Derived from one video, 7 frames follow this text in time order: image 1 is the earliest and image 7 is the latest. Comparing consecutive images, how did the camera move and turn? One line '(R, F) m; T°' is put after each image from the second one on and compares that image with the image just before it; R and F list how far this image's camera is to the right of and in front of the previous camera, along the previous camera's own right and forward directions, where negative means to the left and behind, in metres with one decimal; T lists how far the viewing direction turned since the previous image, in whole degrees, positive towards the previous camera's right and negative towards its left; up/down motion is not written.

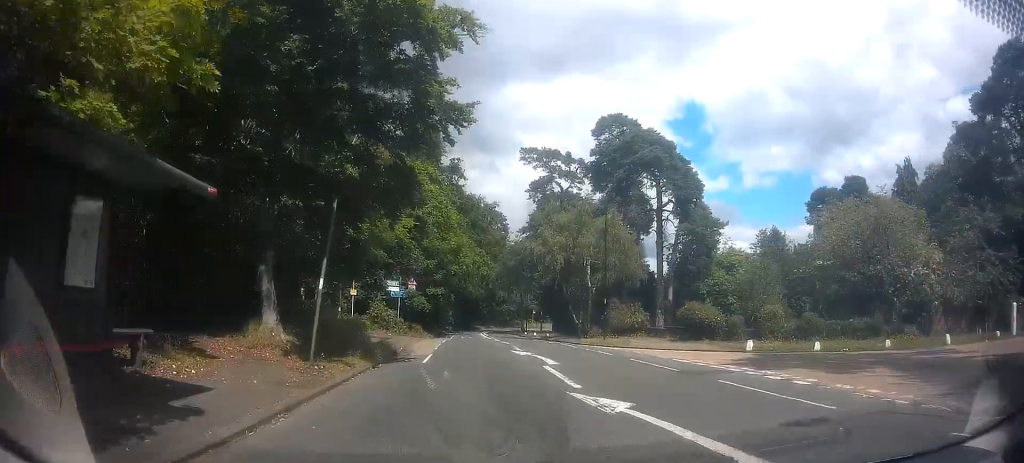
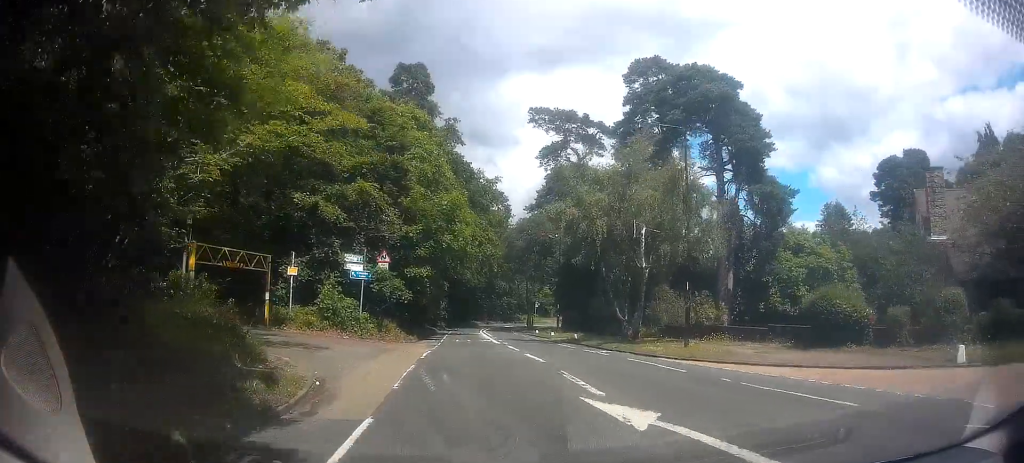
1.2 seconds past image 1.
(+0.2, +13.1) m; 0°
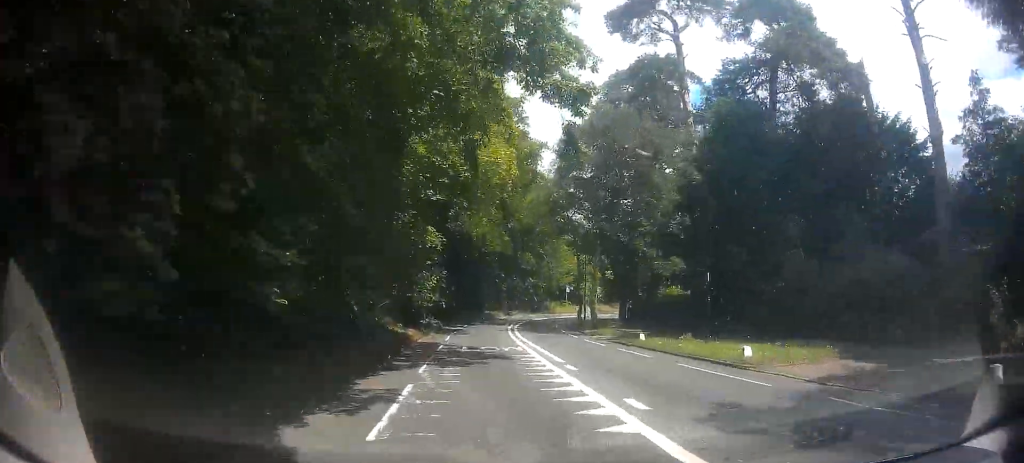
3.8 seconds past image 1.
(-0.1, +30.1) m; 0°
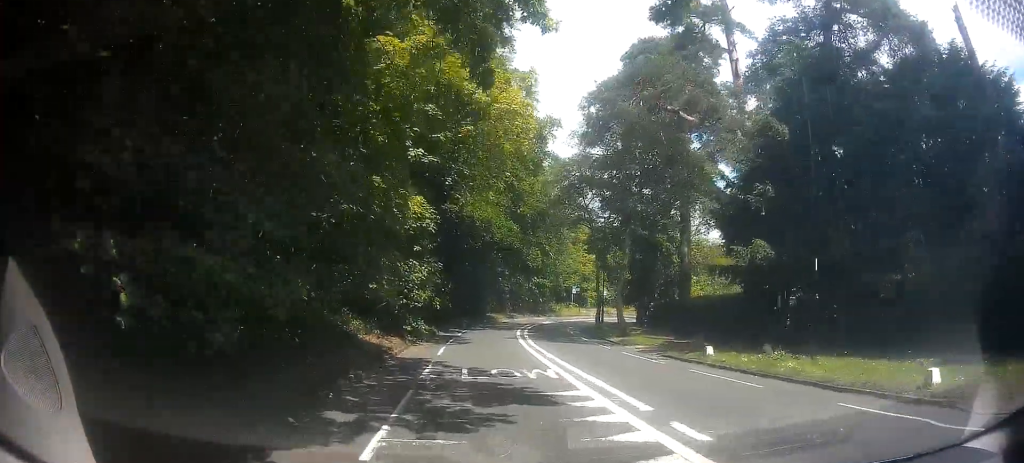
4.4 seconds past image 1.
(0.0, +6.9) m; 0°
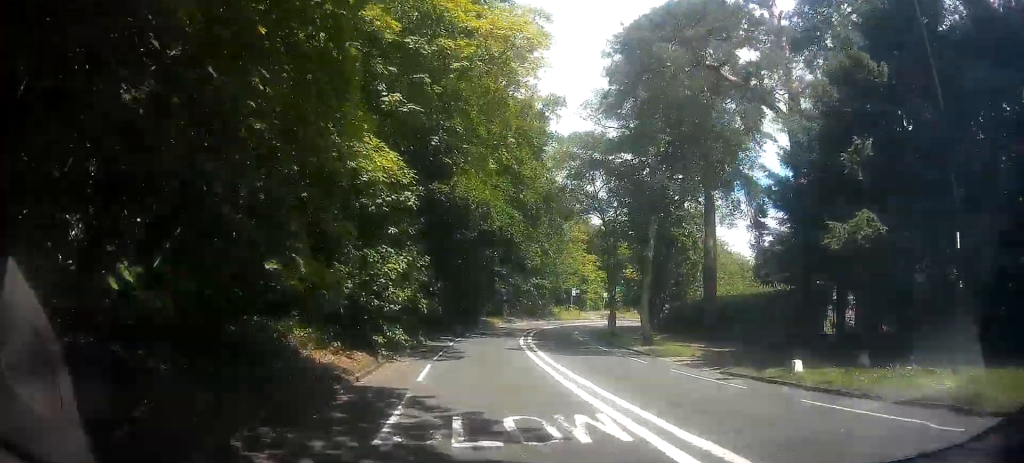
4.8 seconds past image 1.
(0.0, +5.4) m; 0°
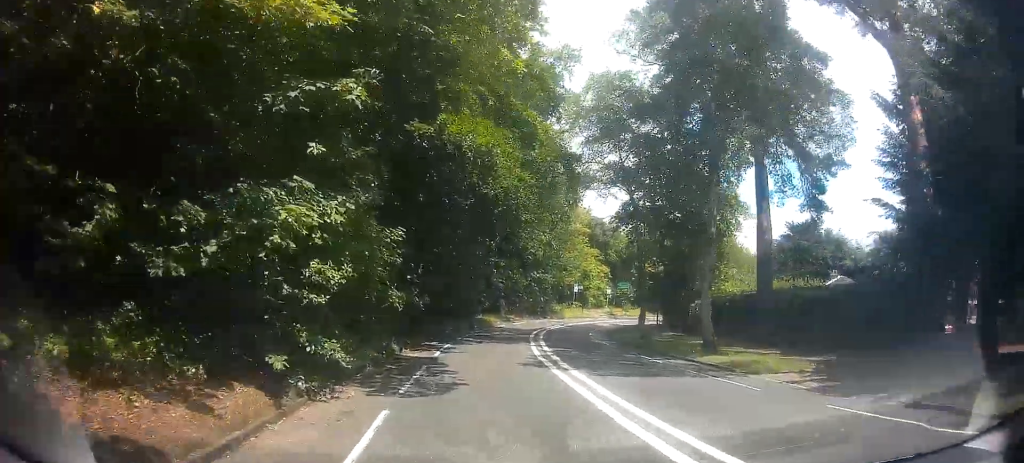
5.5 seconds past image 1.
(0.0, +7.7) m; +1°
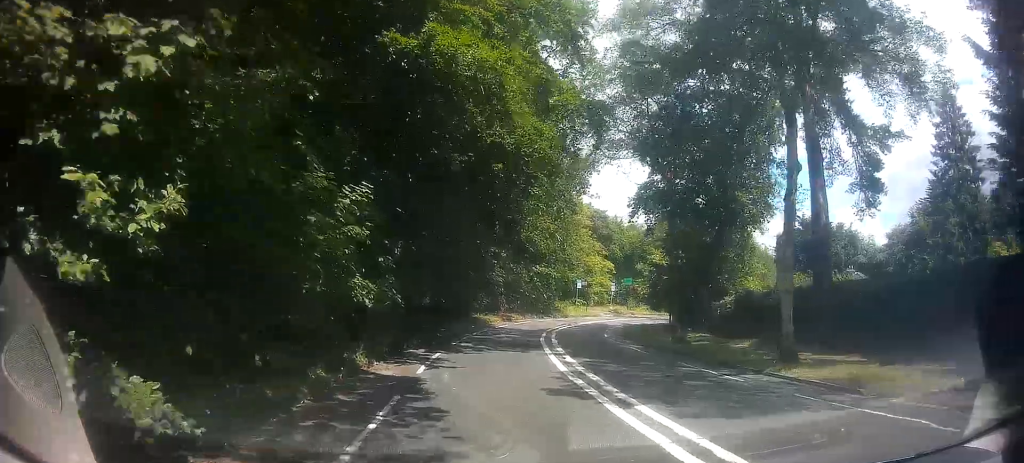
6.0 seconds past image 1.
(0.0, +5.4) m; +1°
